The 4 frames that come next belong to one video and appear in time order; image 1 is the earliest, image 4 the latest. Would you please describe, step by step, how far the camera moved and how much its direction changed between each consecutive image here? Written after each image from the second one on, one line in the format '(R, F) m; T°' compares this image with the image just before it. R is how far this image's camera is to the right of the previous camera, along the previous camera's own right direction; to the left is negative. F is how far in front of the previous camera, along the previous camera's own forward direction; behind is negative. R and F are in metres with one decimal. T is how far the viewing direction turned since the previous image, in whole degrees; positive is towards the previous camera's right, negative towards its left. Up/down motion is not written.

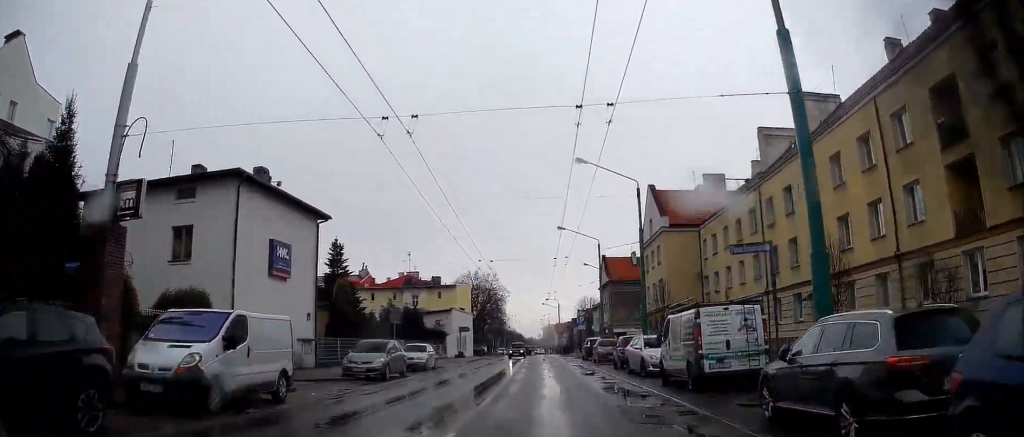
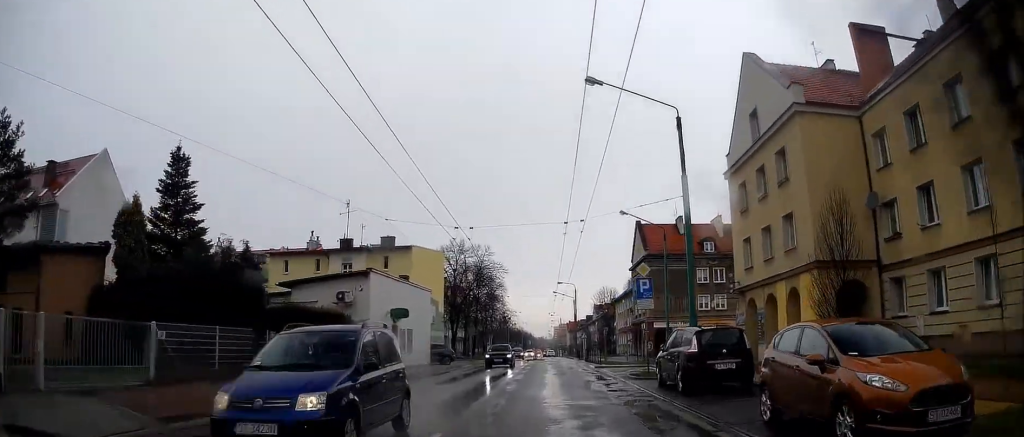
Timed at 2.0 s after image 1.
(+0.1, +30.3) m; 0°
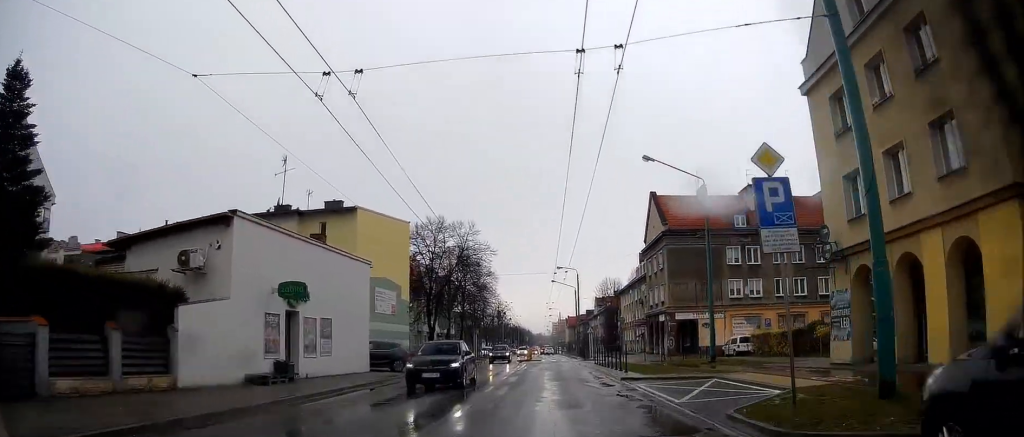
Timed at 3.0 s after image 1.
(0.0, +13.4) m; -1°
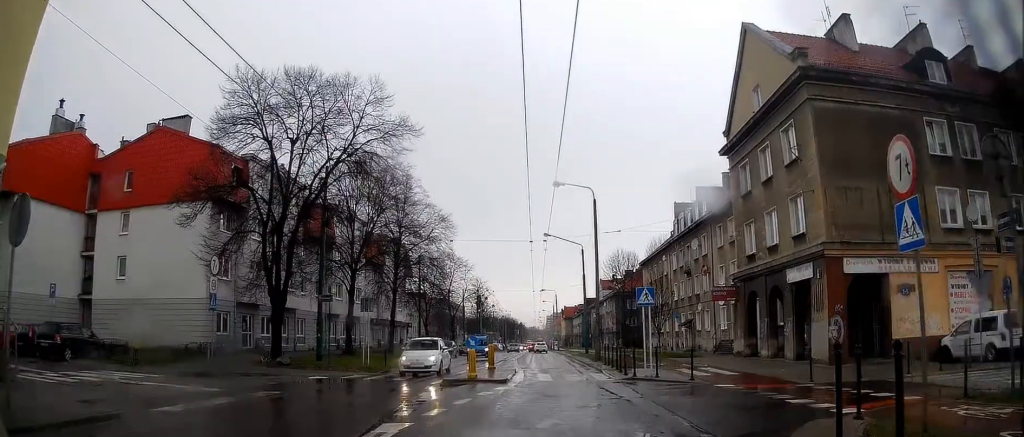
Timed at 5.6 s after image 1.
(0.0, +35.3) m; 0°
